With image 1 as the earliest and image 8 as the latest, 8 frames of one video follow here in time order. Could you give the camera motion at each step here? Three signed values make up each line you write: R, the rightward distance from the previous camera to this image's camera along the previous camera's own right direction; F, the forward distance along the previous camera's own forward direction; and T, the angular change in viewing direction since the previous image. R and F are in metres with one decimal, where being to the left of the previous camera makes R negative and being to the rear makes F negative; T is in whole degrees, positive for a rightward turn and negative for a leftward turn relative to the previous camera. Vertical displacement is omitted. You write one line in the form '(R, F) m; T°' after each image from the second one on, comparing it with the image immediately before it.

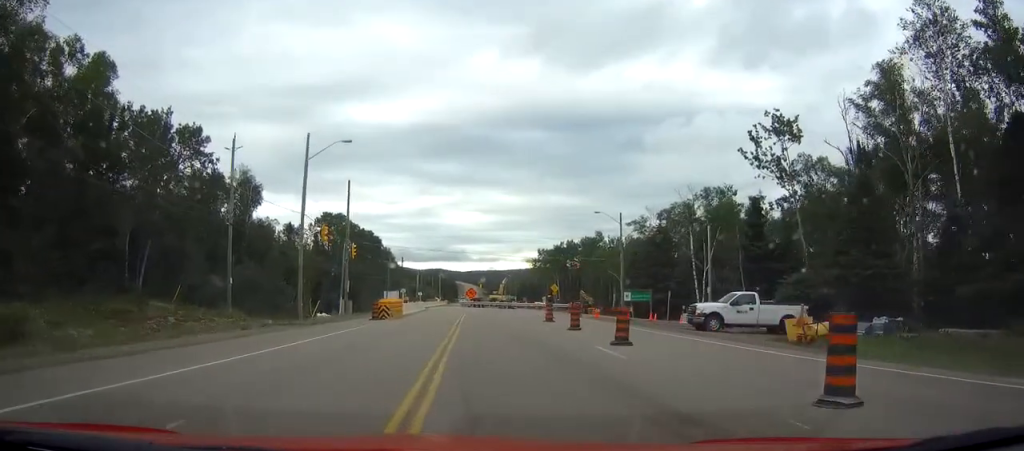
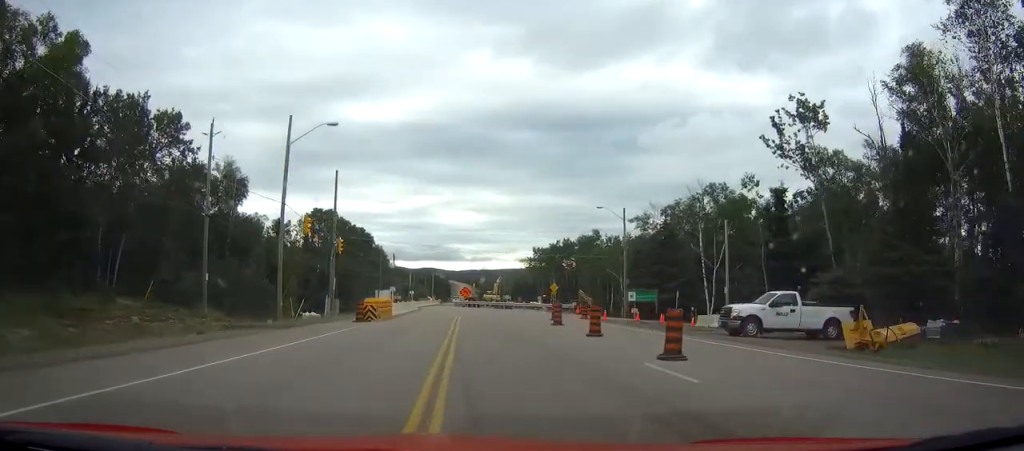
(-0.1, +4.5) m; +1°
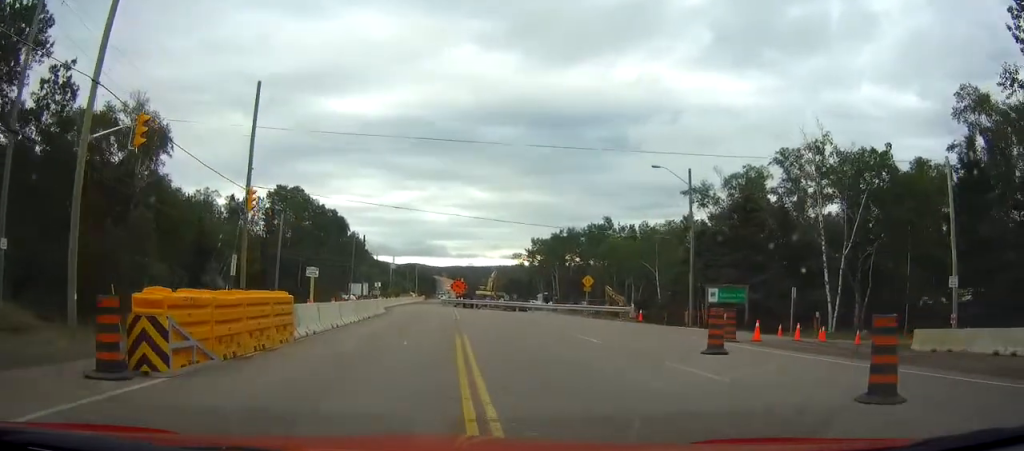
(+0.3, +26.0) m; 0°
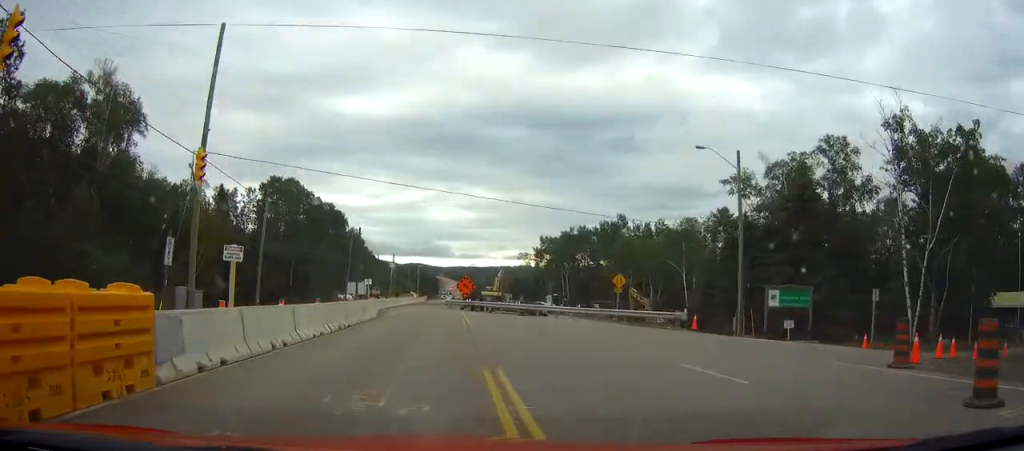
(+0.1, +9.1) m; 0°
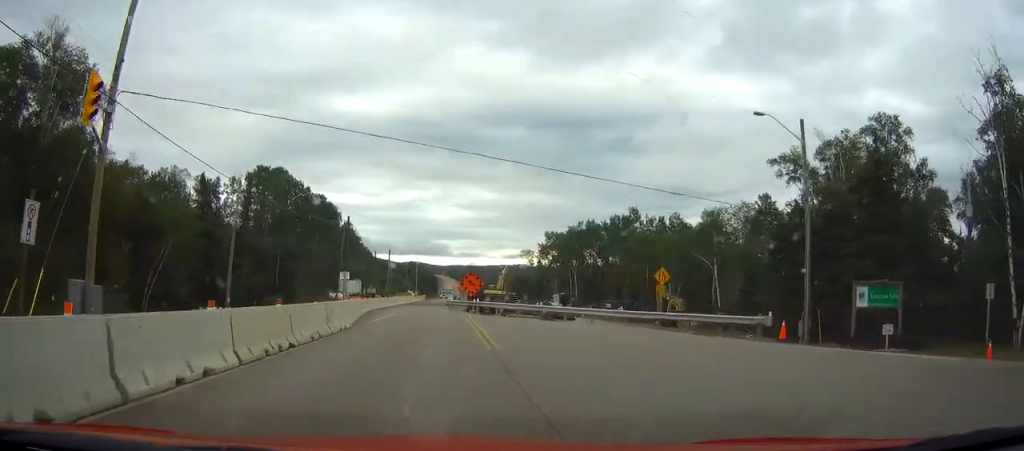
(0.0, +9.2) m; 0°
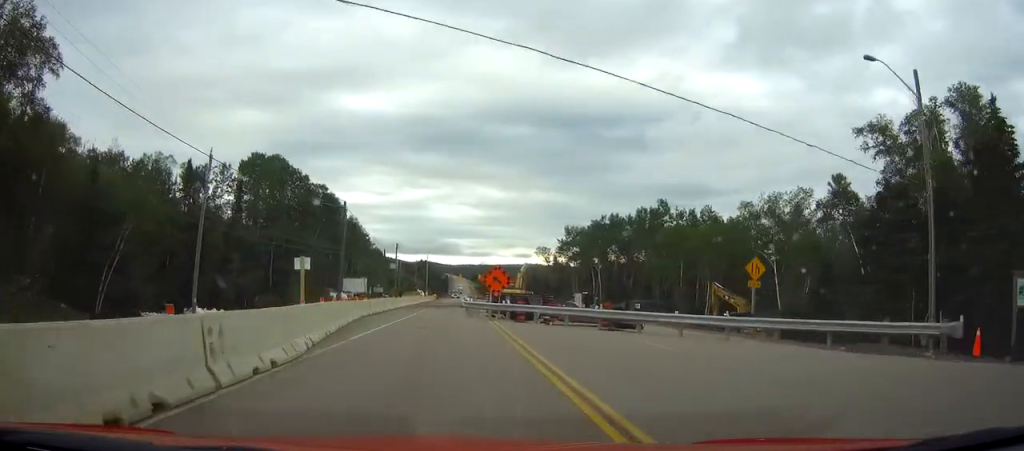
(-0.1, +10.4) m; -1°
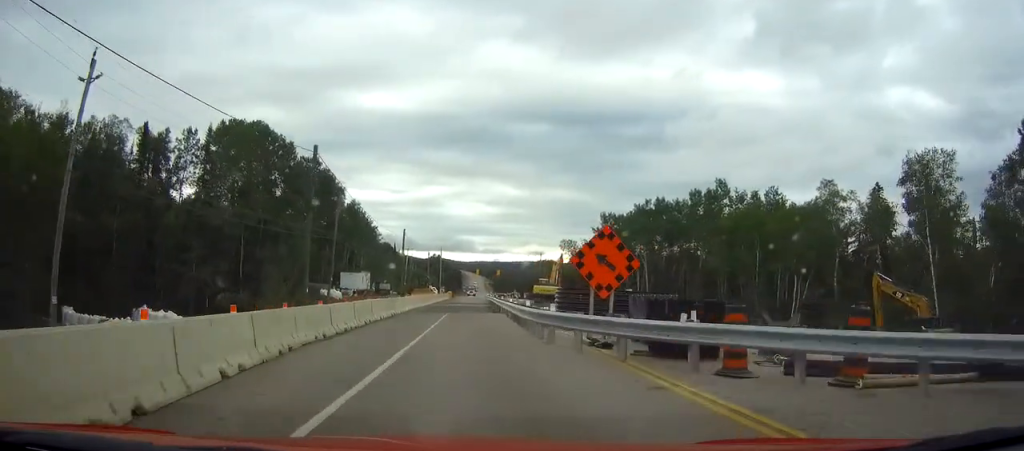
(-0.1, +19.7) m; 0°
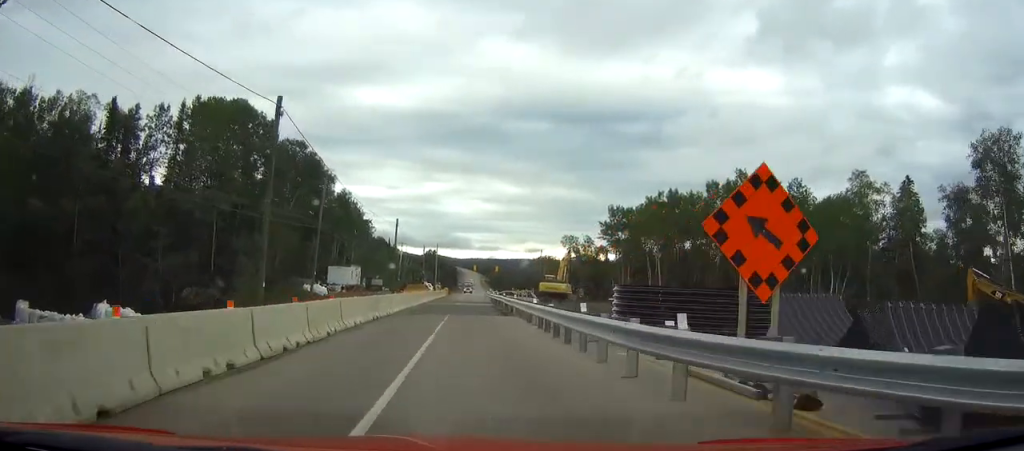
(0.0, +8.1) m; +1°
